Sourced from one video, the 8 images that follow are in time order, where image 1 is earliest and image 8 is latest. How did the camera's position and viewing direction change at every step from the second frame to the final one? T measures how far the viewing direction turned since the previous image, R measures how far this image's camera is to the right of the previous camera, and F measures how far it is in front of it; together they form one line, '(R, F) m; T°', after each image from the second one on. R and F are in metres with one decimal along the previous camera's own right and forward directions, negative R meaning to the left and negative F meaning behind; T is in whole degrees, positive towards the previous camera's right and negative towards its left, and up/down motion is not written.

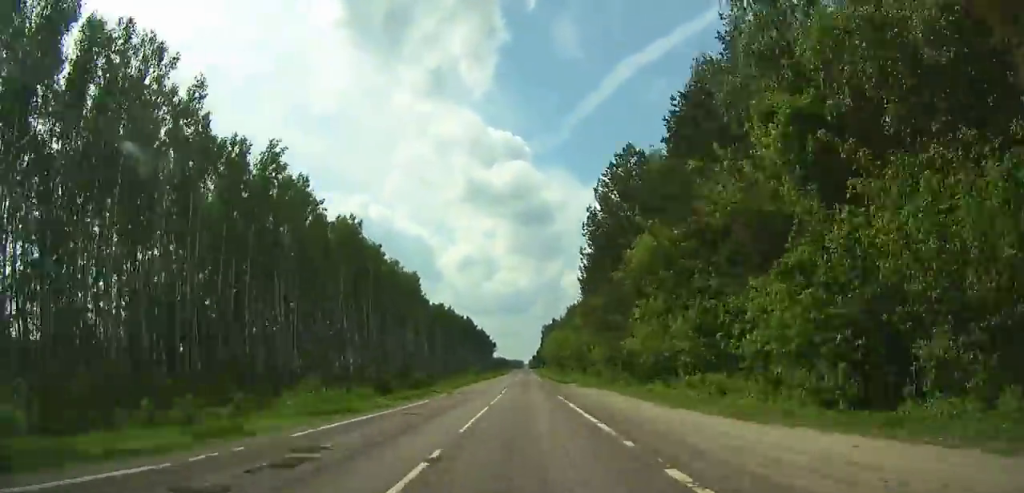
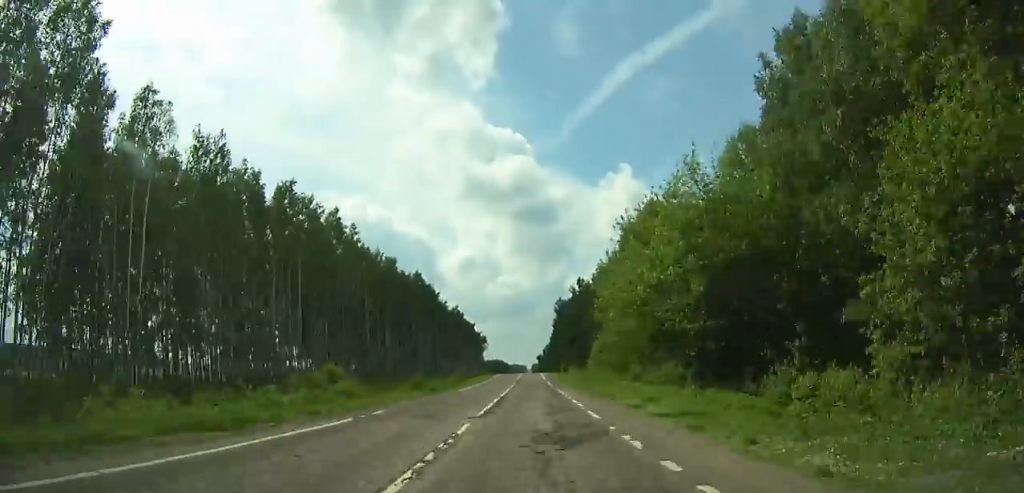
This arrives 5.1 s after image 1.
(+11.0, +110.8) m; +1°
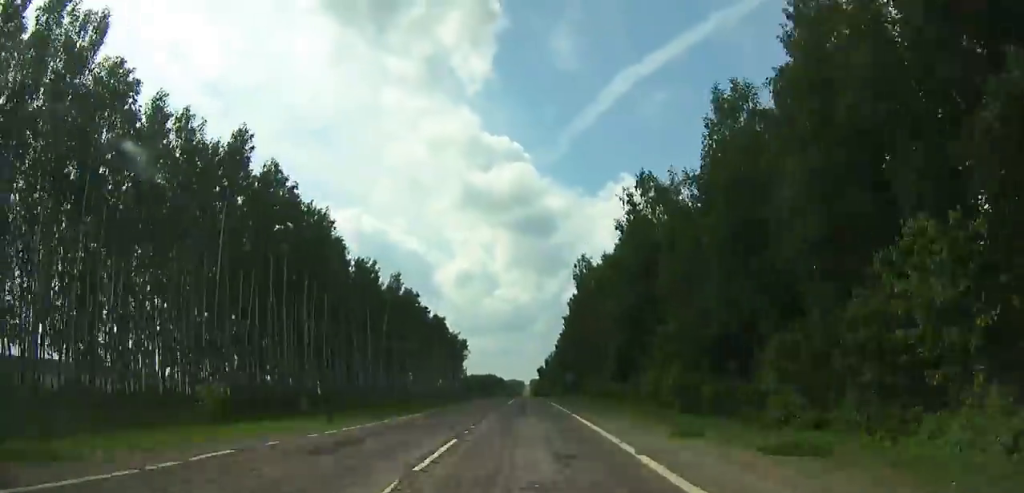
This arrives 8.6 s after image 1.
(-6.4, +79.5) m; -4°
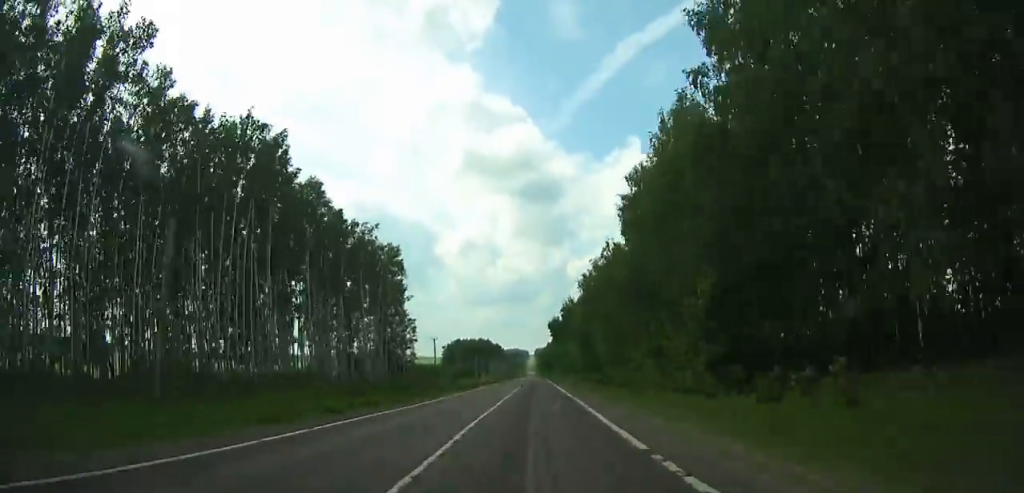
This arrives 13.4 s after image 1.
(+0.1, +117.1) m; 0°
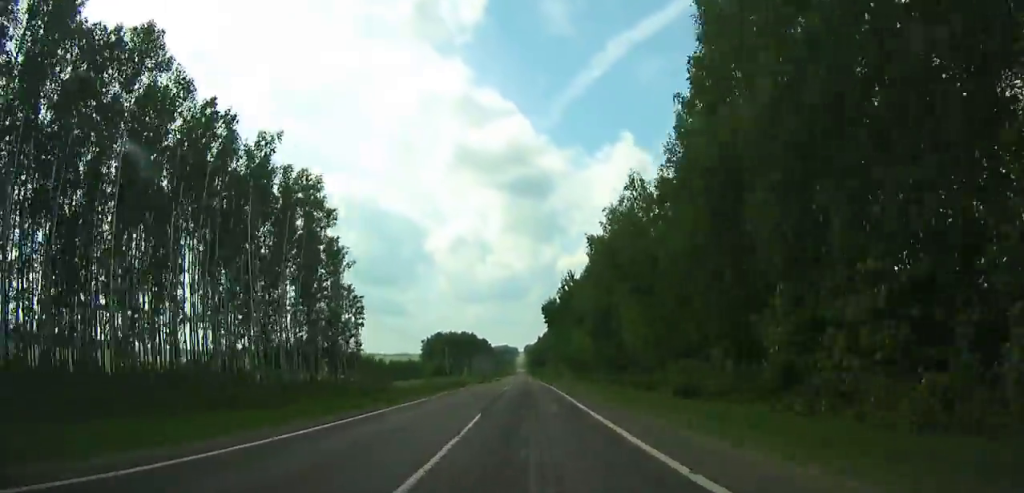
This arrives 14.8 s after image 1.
(-0.2, +35.8) m; 0°
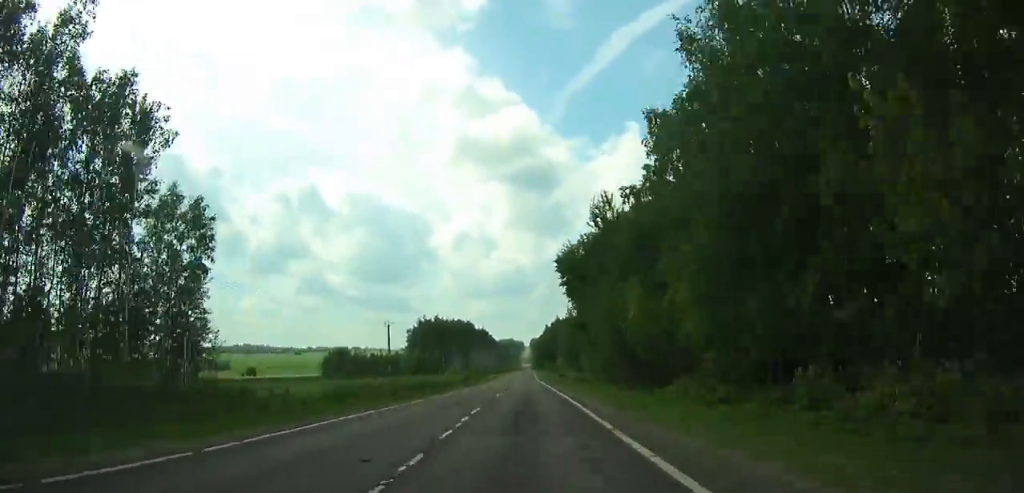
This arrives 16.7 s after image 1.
(-0.1, +49.1) m; 0°
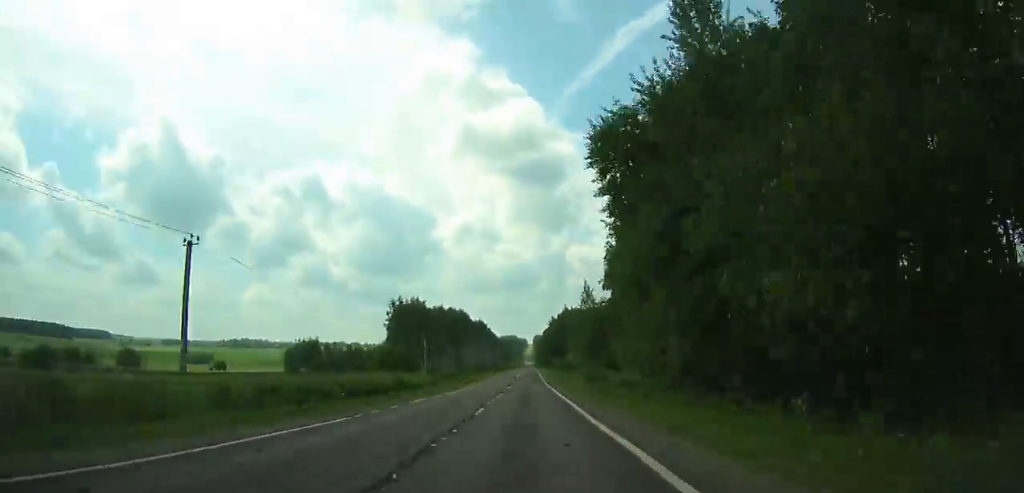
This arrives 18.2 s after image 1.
(+0.1, +39.3) m; 0°
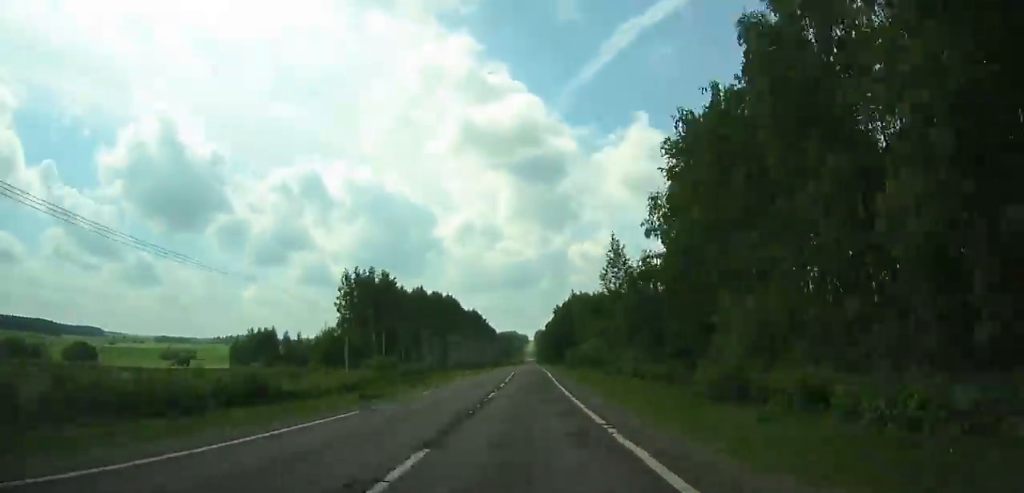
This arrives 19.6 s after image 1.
(0.0, +37.0) m; 0°
